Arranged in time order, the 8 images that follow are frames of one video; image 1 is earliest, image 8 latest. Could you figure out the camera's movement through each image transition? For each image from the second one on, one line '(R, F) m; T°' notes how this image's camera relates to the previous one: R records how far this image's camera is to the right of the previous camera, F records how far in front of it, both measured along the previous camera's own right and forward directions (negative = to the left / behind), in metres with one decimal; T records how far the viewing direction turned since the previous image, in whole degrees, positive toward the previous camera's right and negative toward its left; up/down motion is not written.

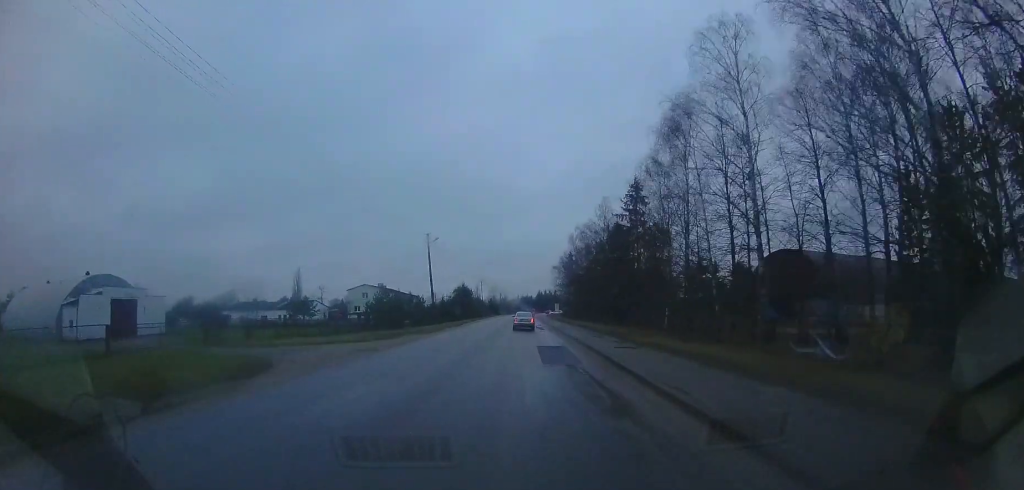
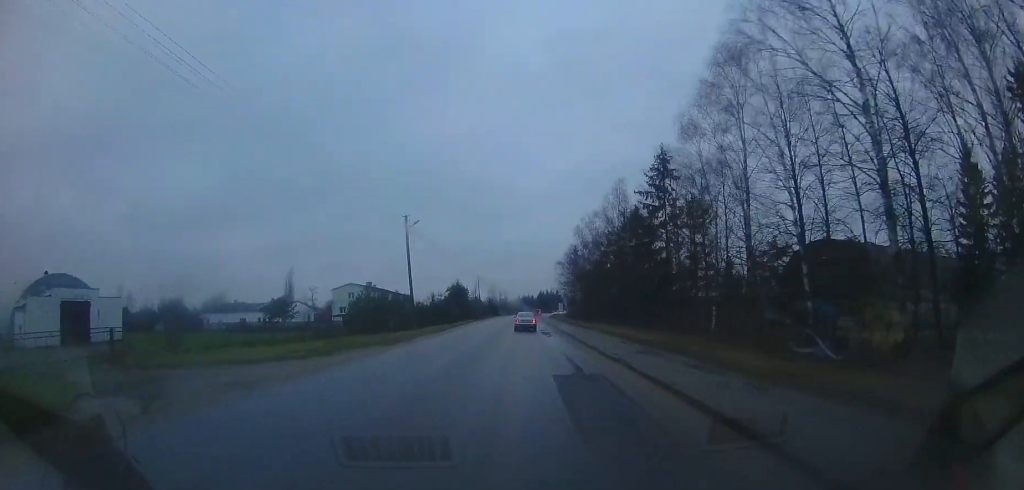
(+0.2, +7.1) m; 0°
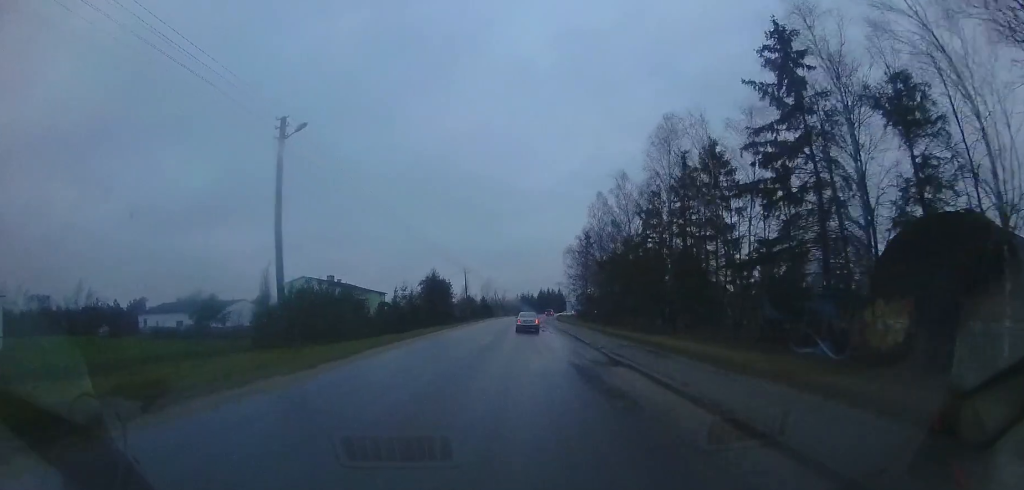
(-0.4, +15.9) m; -2°
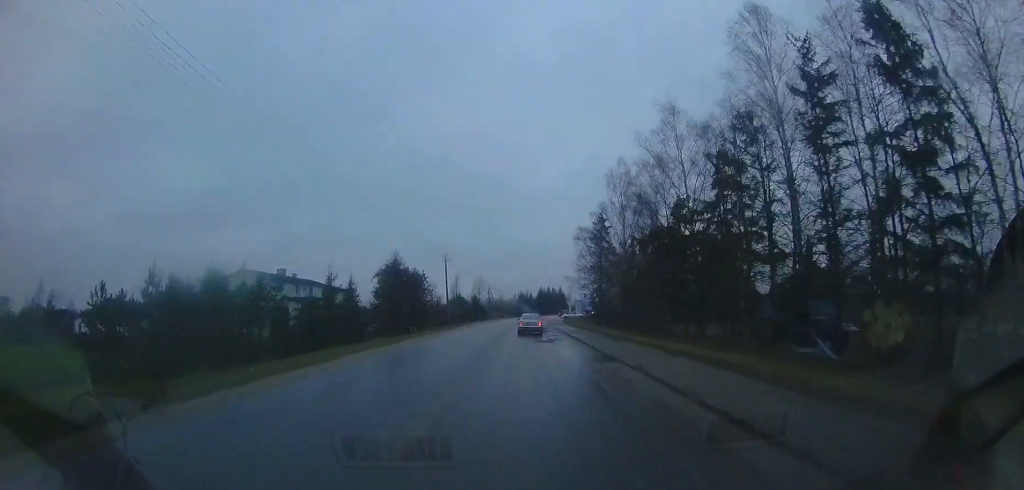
(0.0, +13.2) m; -1°
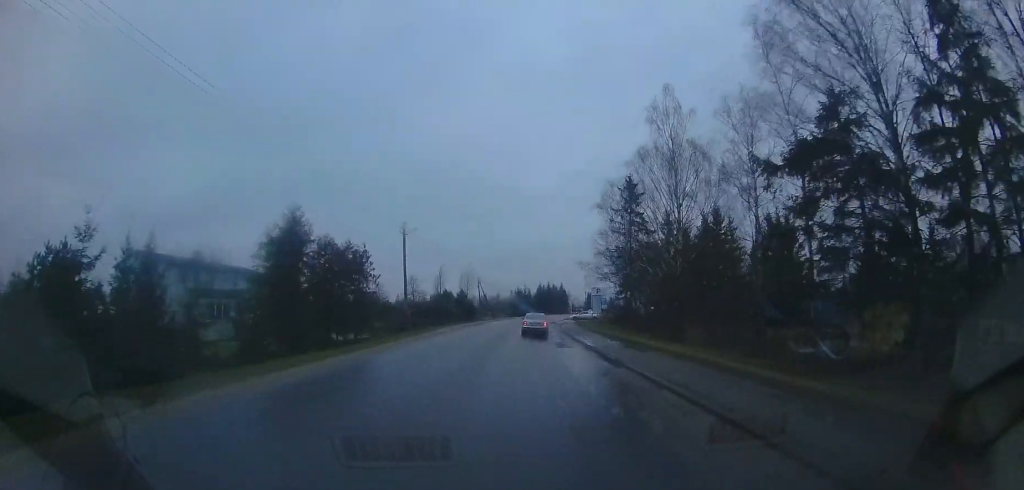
(-0.2, +14.4) m; +2°
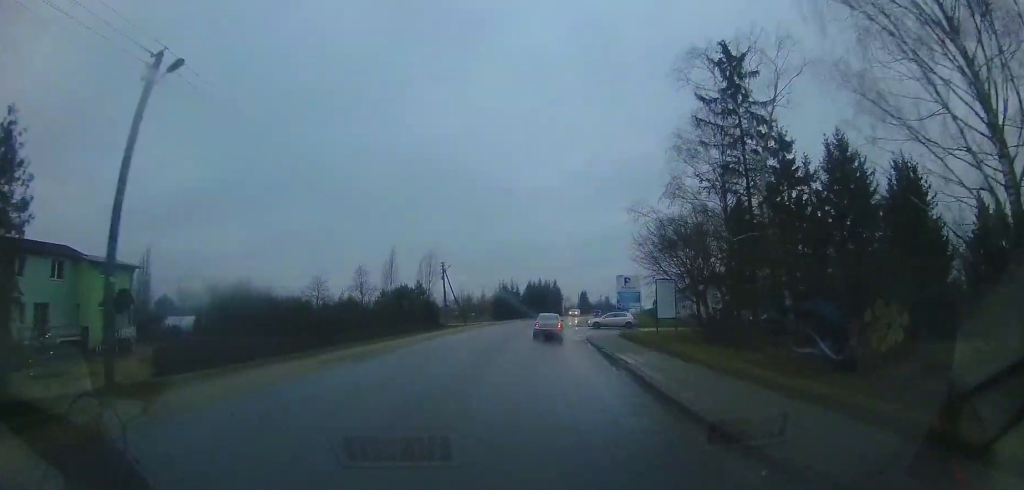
(+0.8, +21.1) m; +2°
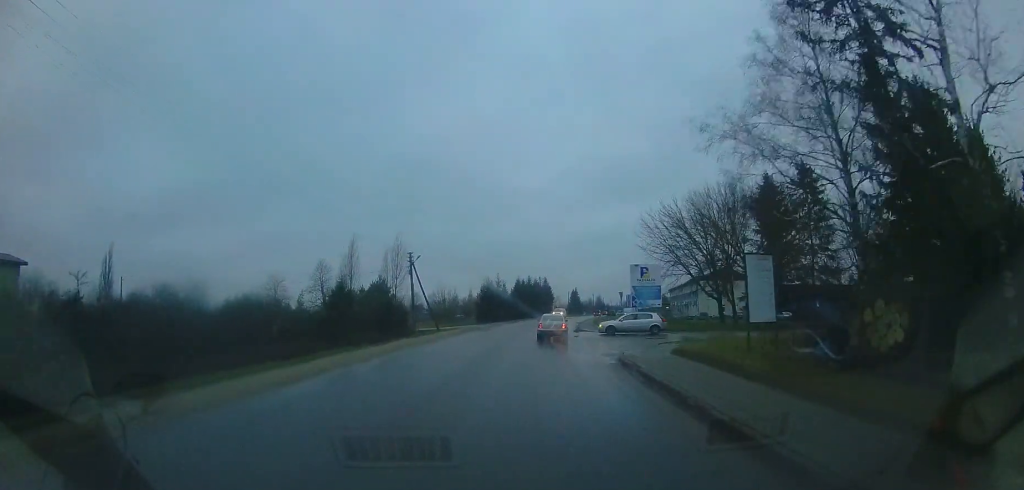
(-0.1, +8.5) m; +1°
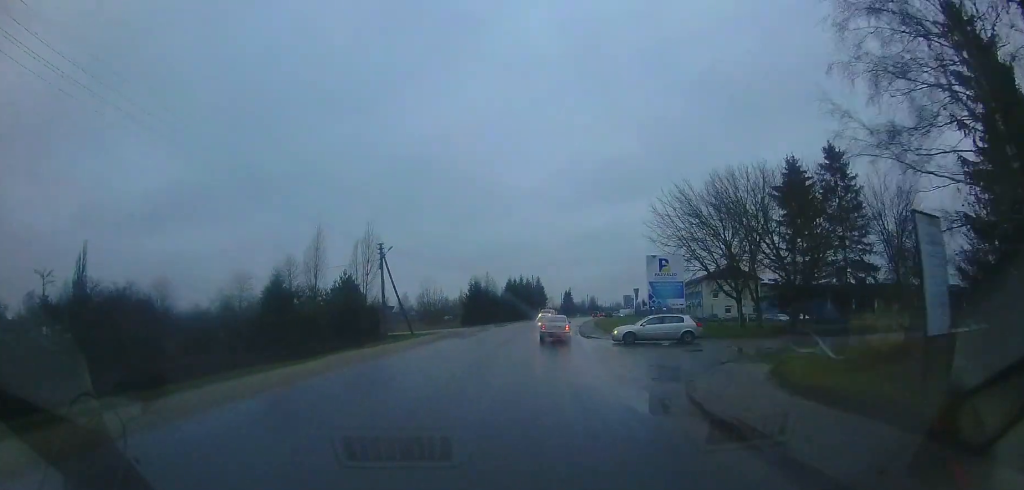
(+0.1, +5.5) m; +1°
